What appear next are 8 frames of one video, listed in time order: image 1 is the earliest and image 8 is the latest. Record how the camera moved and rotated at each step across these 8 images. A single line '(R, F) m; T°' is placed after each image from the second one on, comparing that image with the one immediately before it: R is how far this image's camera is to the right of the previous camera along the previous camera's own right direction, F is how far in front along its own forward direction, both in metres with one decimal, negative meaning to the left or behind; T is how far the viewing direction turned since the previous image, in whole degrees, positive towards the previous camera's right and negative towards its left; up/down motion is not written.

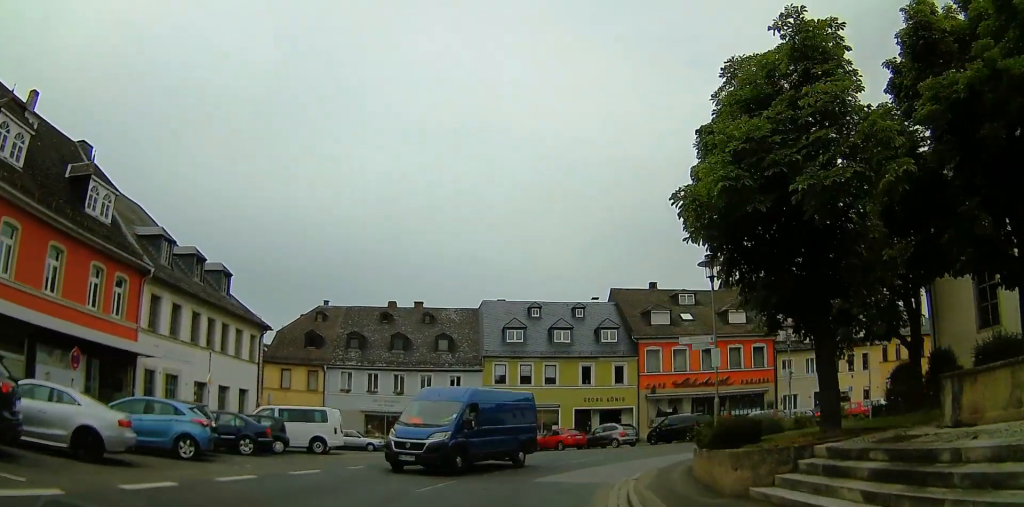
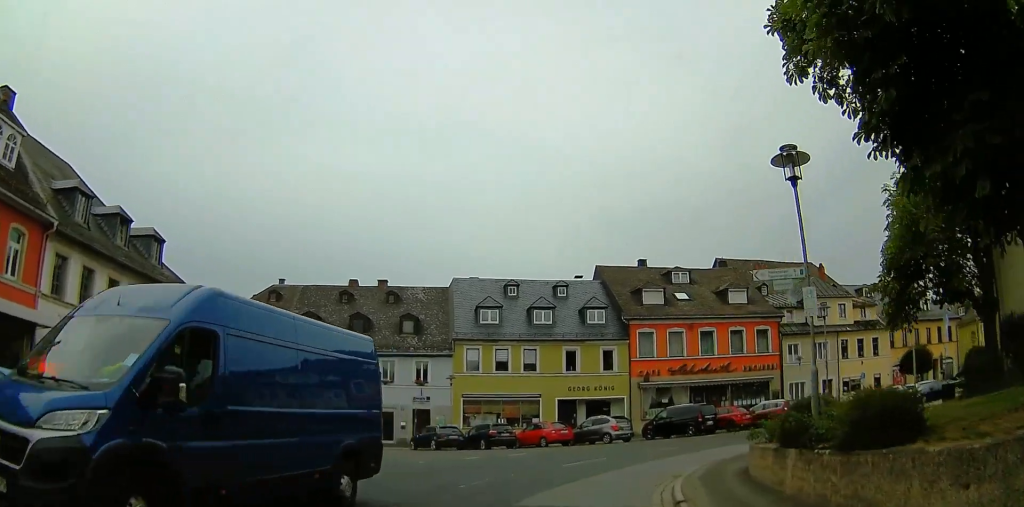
(+0.7, +5.5) m; +8°
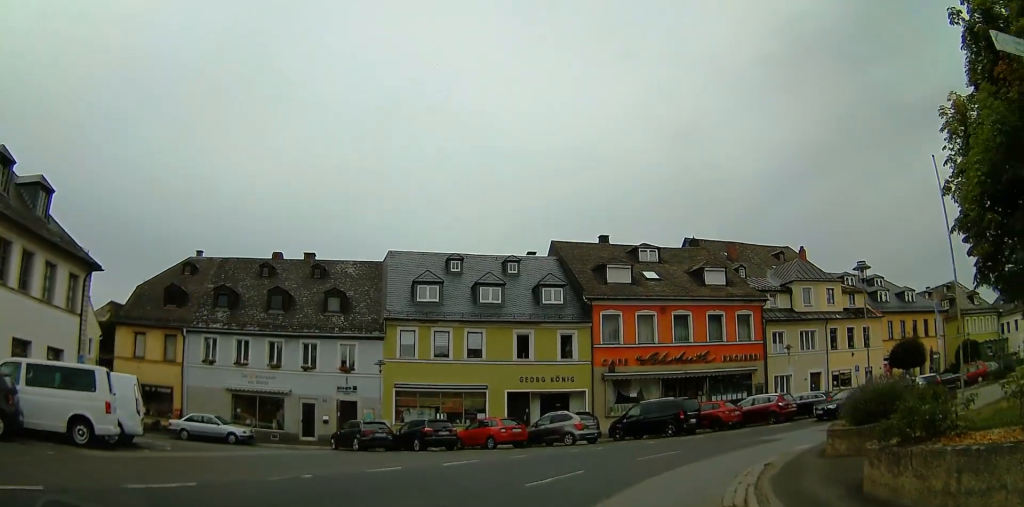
(+0.1, +6.2) m; +5°
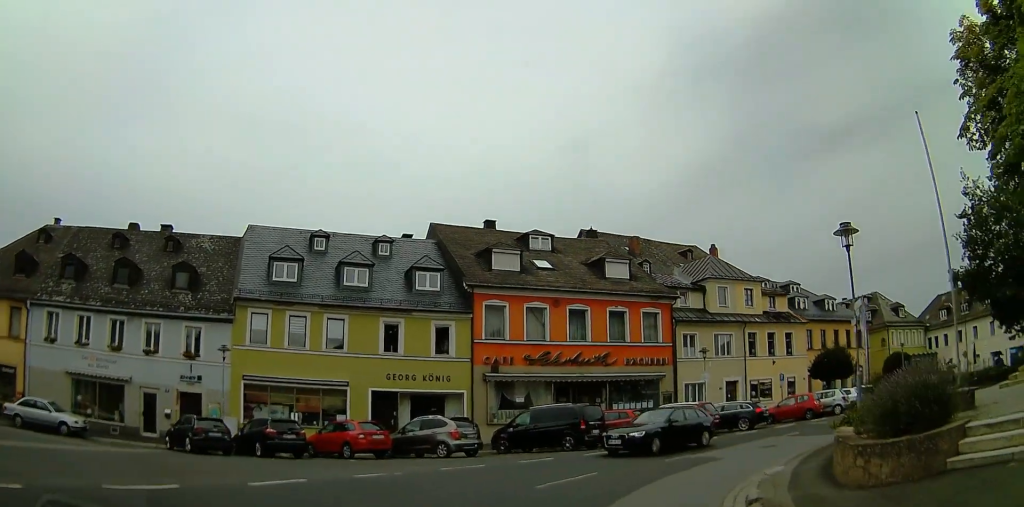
(+0.3, +5.7) m; +14°
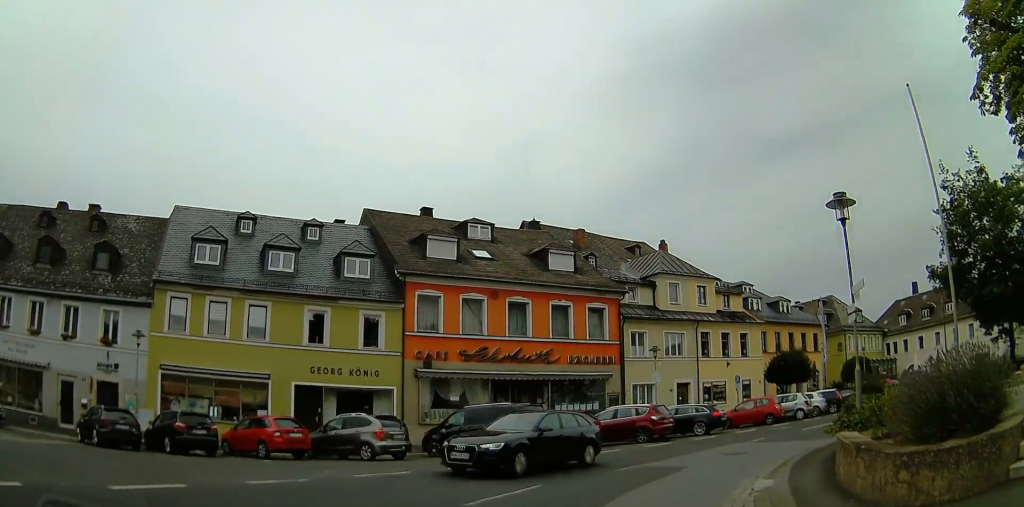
(+0.4, +2.6) m; +8°
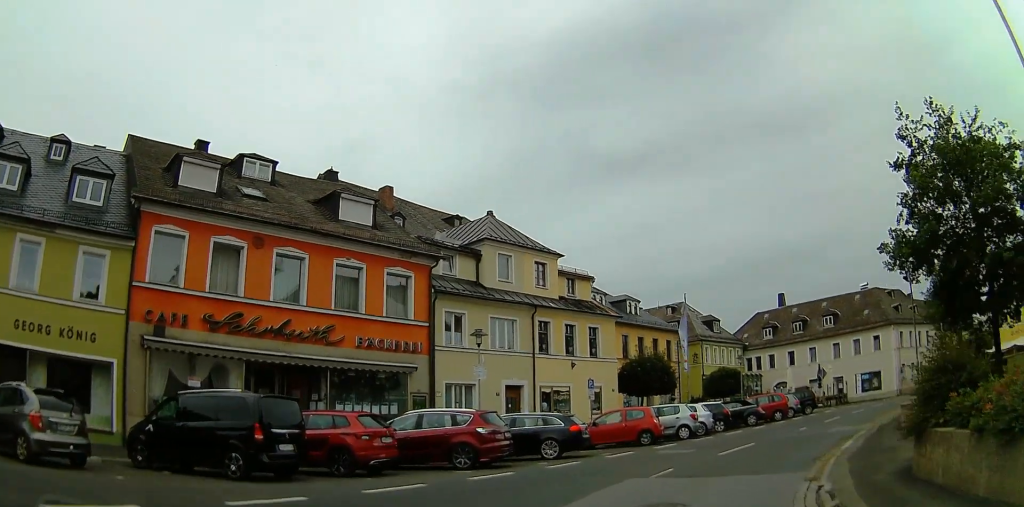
(+1.5, +9.4) m; +16°
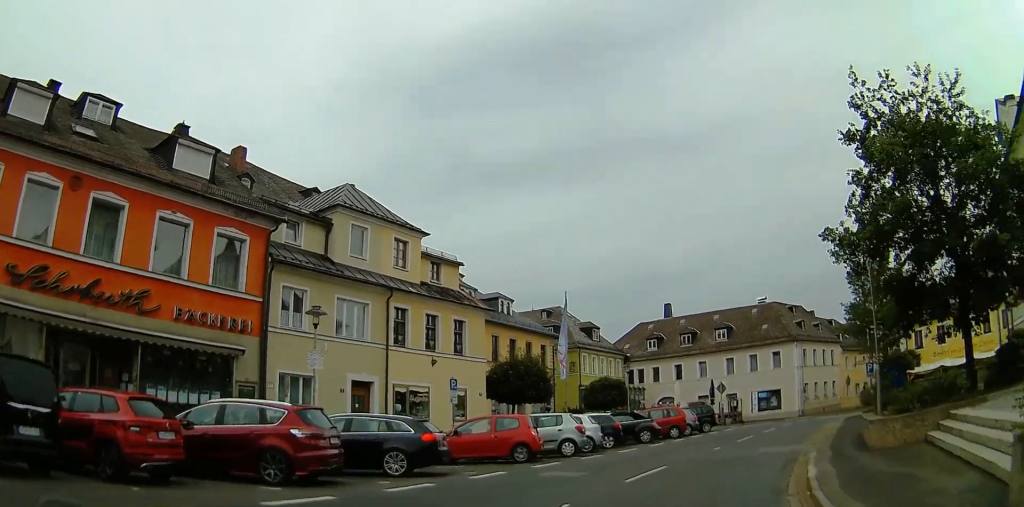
(+0.3, +4.4) m; +9°
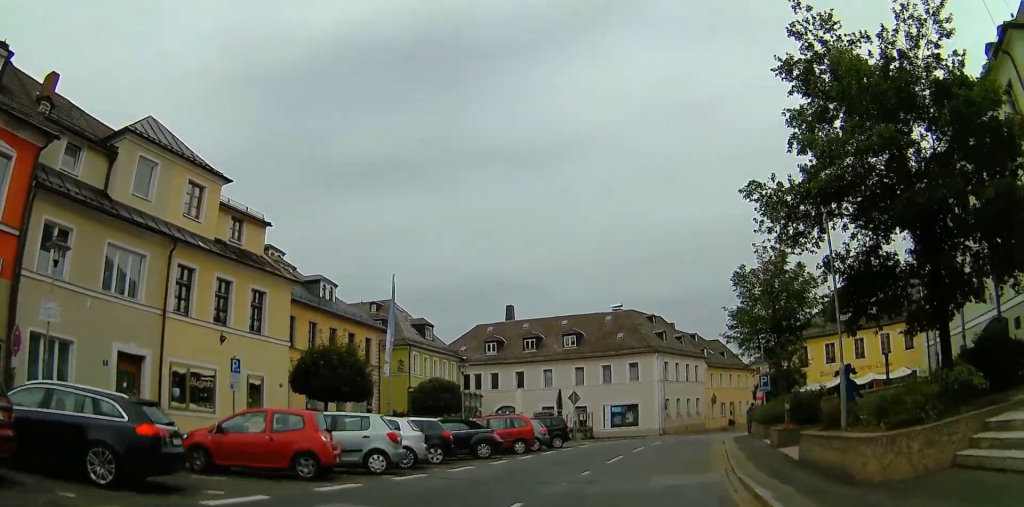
(+0.5, +5.0) m; +12°
